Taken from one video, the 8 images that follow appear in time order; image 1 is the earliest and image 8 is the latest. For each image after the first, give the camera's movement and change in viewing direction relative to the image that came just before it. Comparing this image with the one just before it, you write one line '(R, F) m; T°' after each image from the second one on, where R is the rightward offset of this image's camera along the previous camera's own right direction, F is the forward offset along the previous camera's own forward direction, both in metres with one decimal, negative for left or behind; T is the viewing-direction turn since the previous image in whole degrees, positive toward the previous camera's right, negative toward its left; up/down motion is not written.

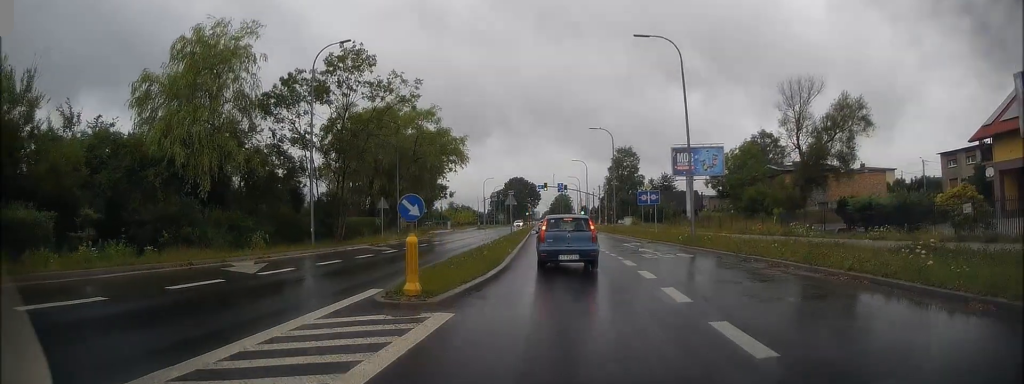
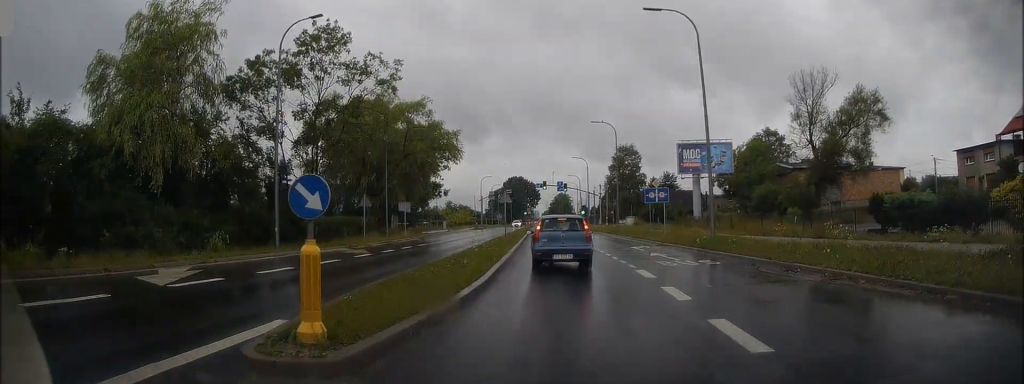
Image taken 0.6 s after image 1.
(+0.2, +3.7) m; +1°
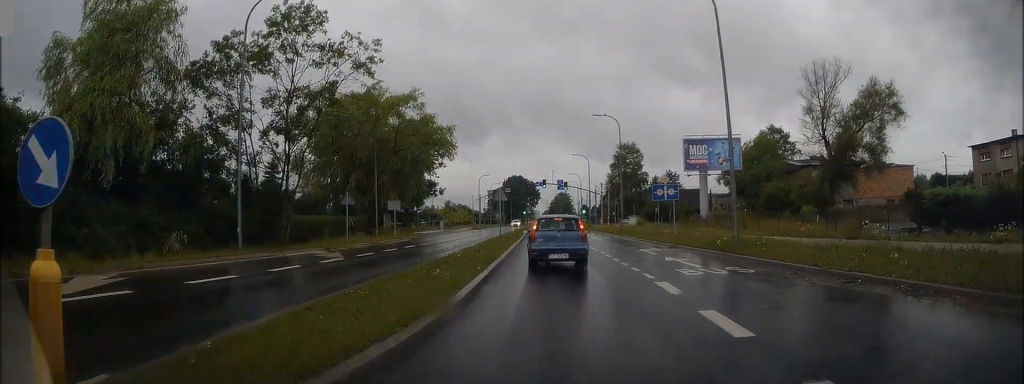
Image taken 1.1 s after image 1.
(0.0, +3.1) m; 0°
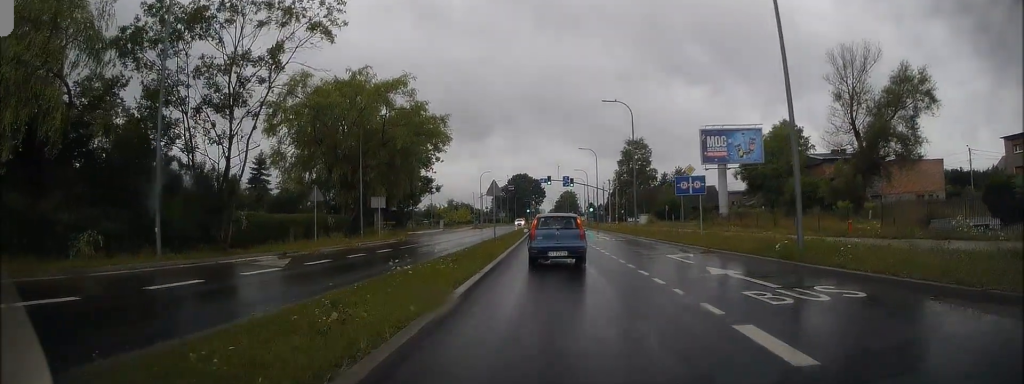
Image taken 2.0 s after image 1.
(-0.2, +5.5) m; -1°
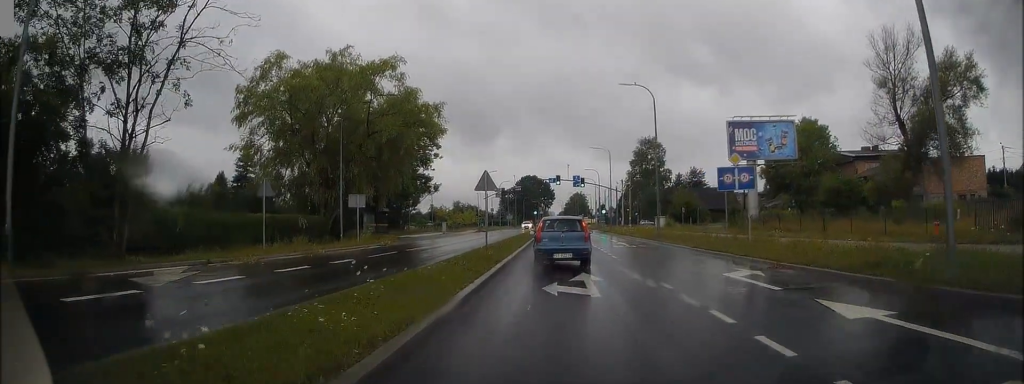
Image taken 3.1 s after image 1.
(+0.1, +6.4) m; 0°
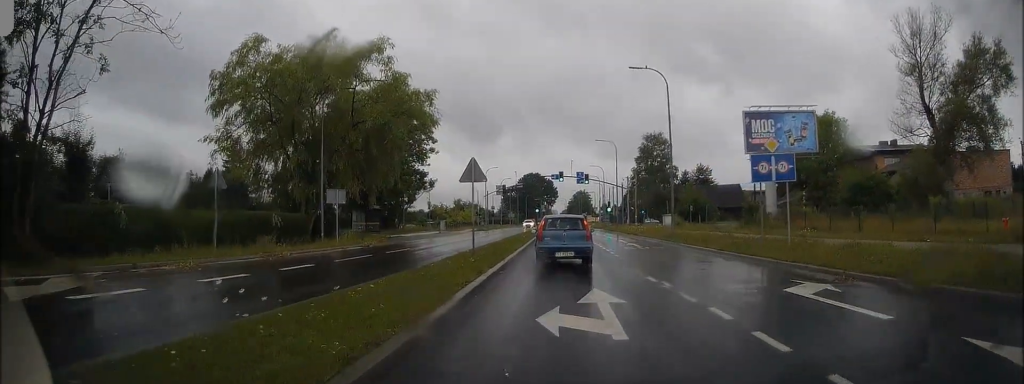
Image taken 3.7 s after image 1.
(-0.1, +3.9) m; 0°
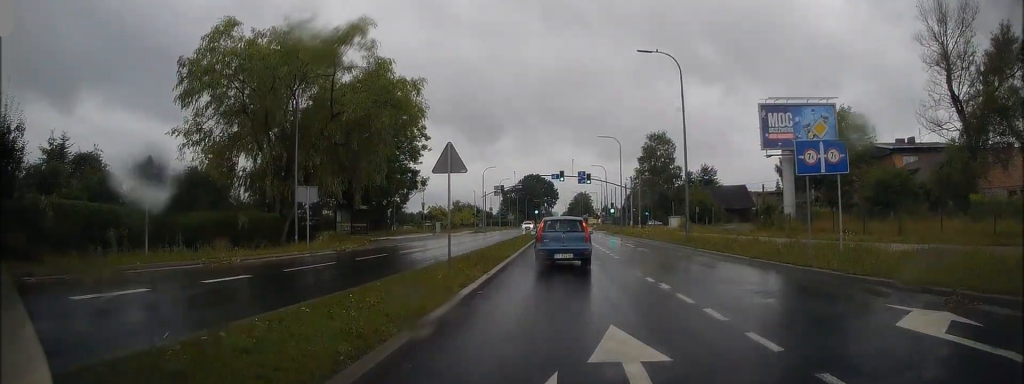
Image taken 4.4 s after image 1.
(0.0, +3.9) m; 0°
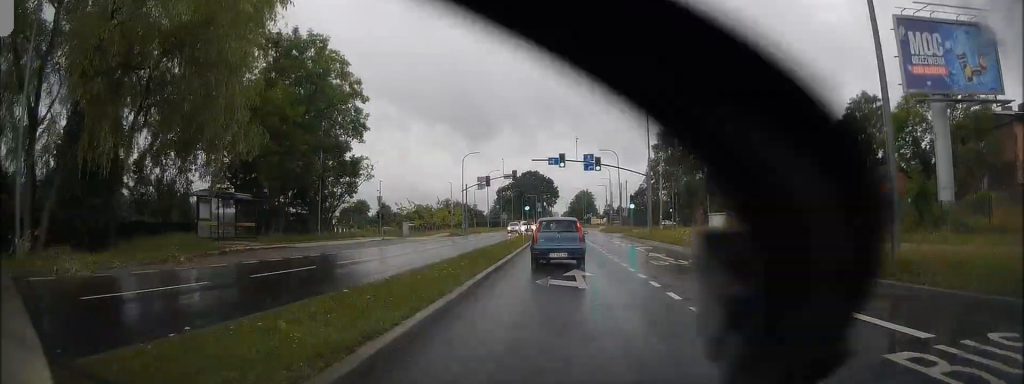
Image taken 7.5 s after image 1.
(+0.2, +19.7) m; -1°
